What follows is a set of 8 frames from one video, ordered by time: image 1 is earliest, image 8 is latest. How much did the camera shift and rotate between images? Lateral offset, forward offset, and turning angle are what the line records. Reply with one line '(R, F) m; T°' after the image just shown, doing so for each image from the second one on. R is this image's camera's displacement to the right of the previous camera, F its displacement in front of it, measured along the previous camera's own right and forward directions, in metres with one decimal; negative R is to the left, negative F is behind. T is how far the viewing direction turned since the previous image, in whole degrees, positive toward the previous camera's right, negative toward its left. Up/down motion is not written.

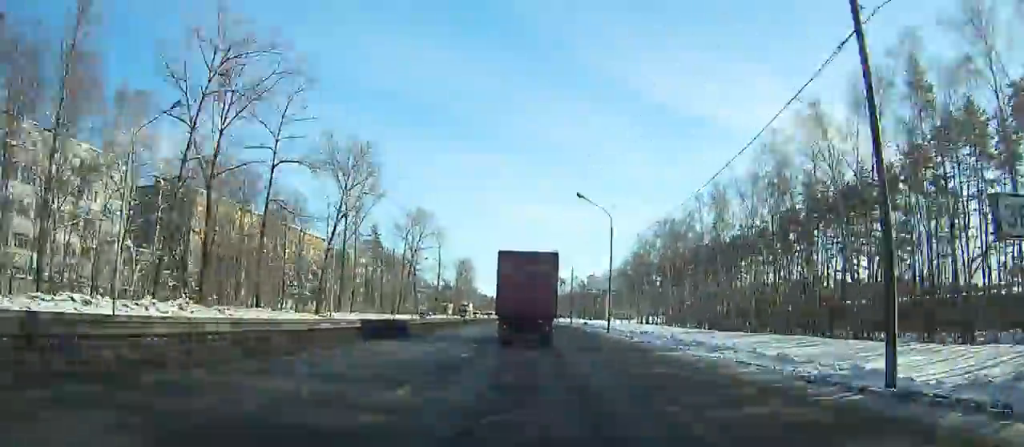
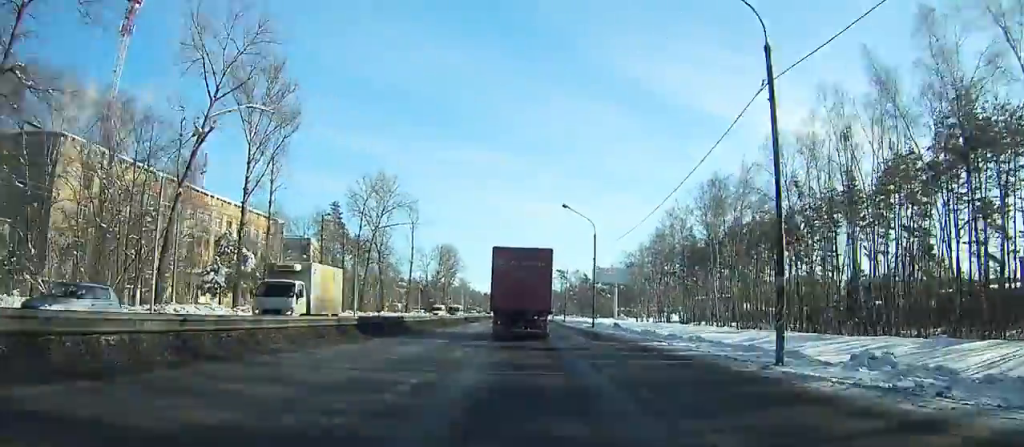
(+0.3, +30.6) m; +1°
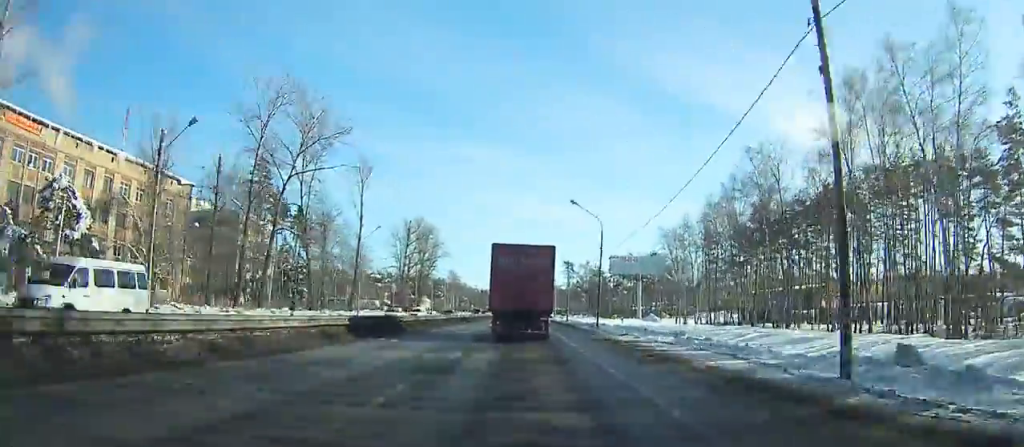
(+0.1, +39.7) m; 0°
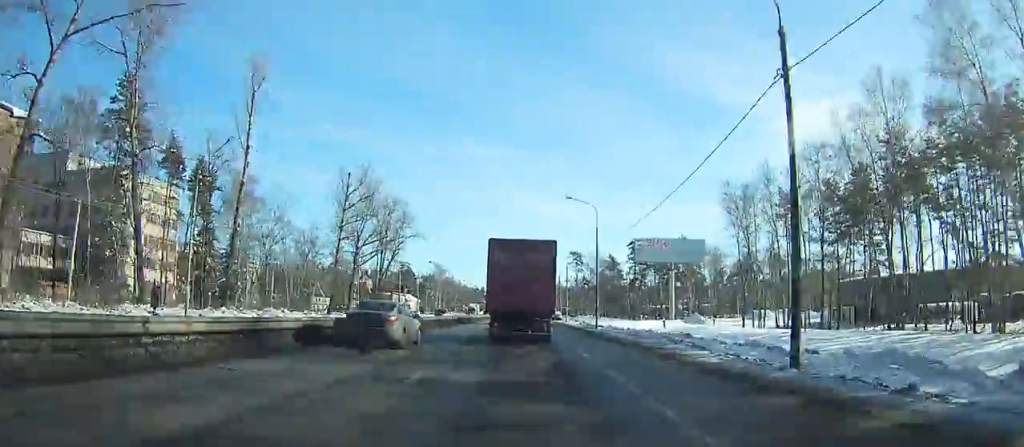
(-0.1, +36.0) m; 0°
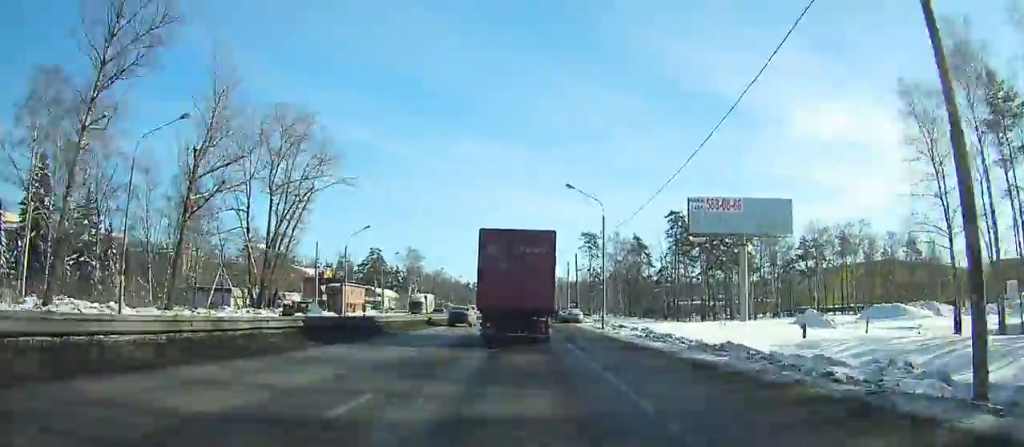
(0.0, +42.3) m; 0°
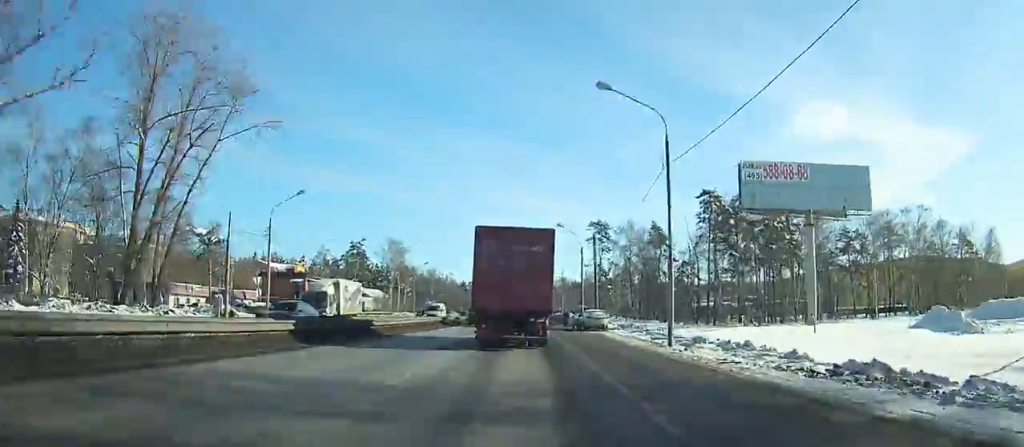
(+0.1, +21.6) m; 0°
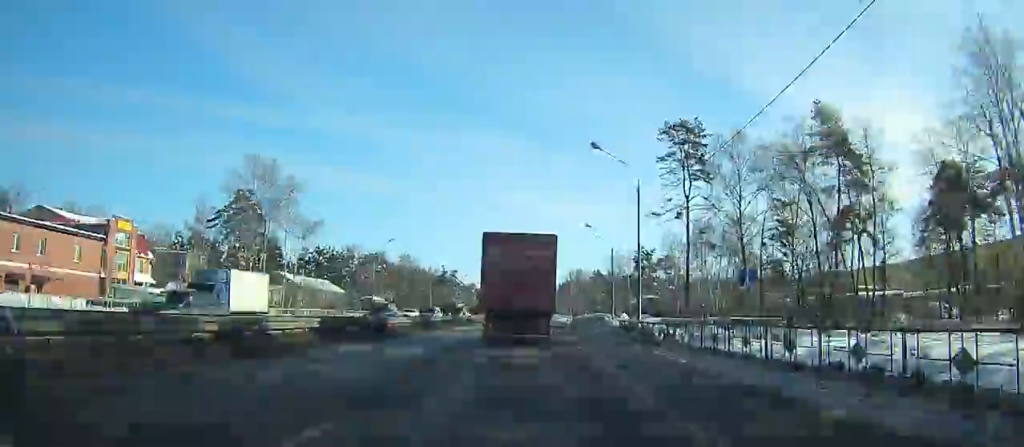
(-0.1, +71.4) m; 0°
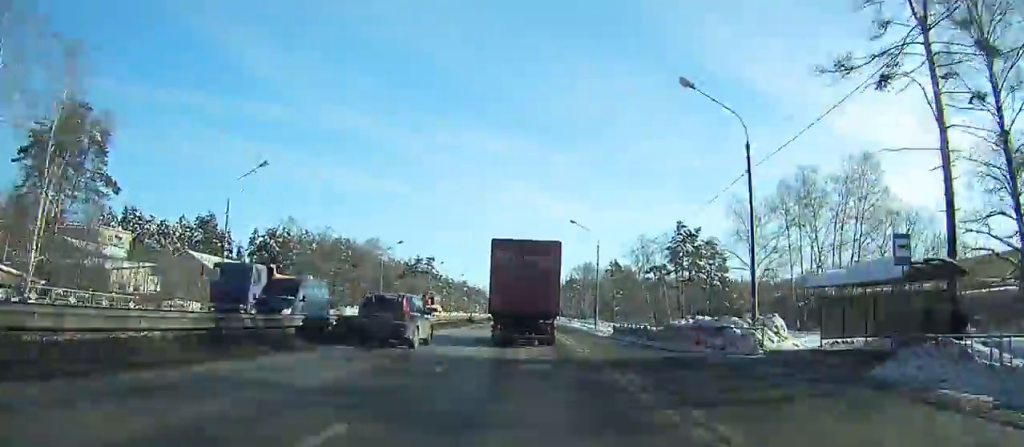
(0.0, +41.9) m; 0°
